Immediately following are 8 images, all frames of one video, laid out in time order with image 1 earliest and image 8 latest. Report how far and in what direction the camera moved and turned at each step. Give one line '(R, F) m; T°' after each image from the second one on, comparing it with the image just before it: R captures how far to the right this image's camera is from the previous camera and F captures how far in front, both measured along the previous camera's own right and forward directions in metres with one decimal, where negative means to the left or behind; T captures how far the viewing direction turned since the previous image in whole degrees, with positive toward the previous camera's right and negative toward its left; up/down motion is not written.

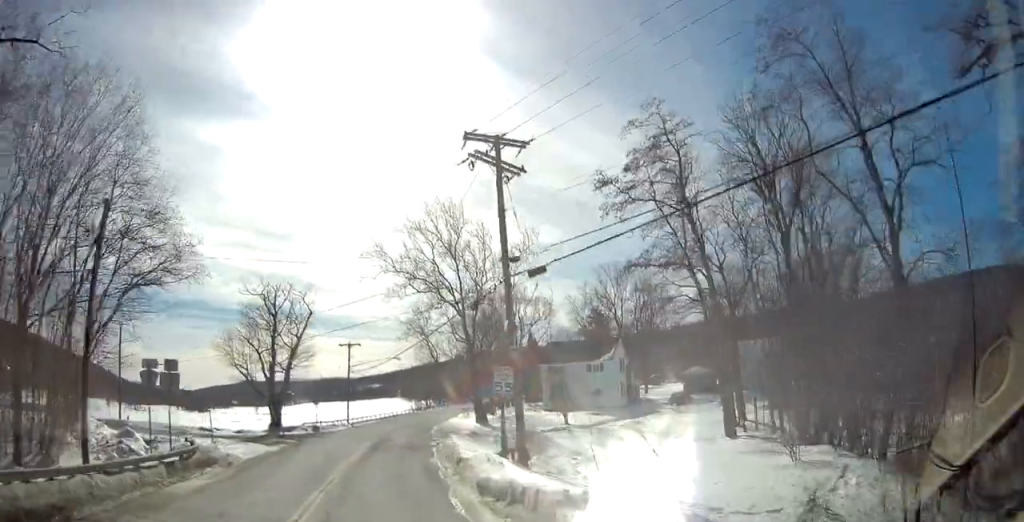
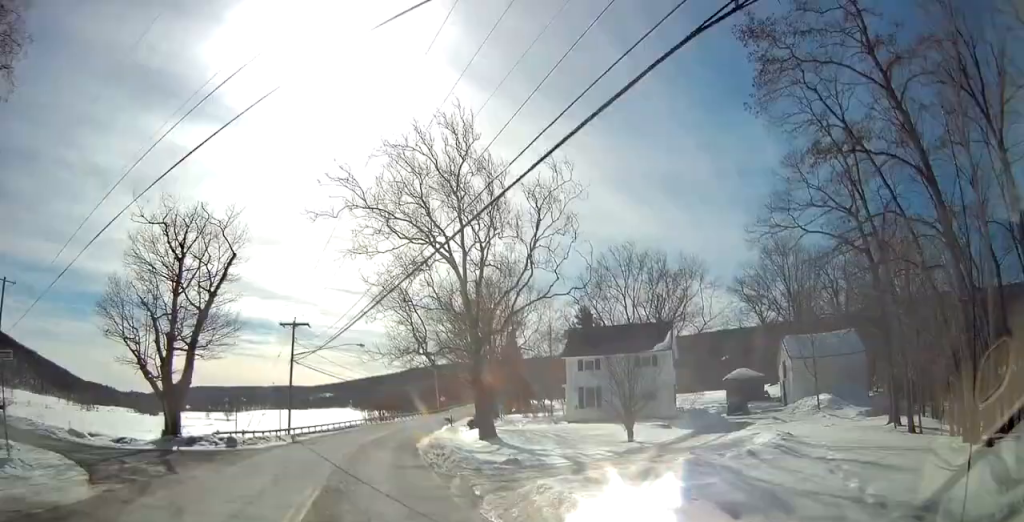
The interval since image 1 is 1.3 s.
(-0.1, +16.6) m; +2°
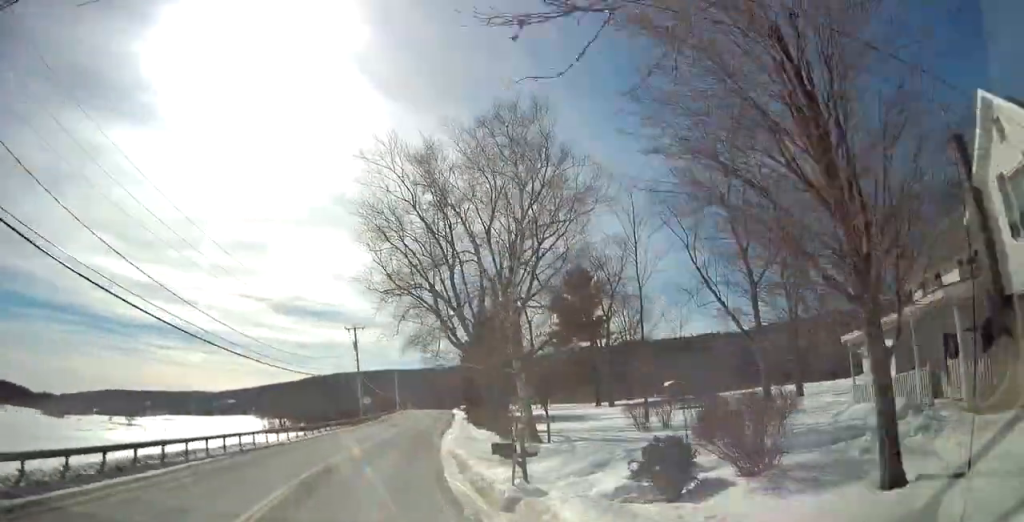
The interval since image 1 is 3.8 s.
(+2.9, +36.1) m; +10°
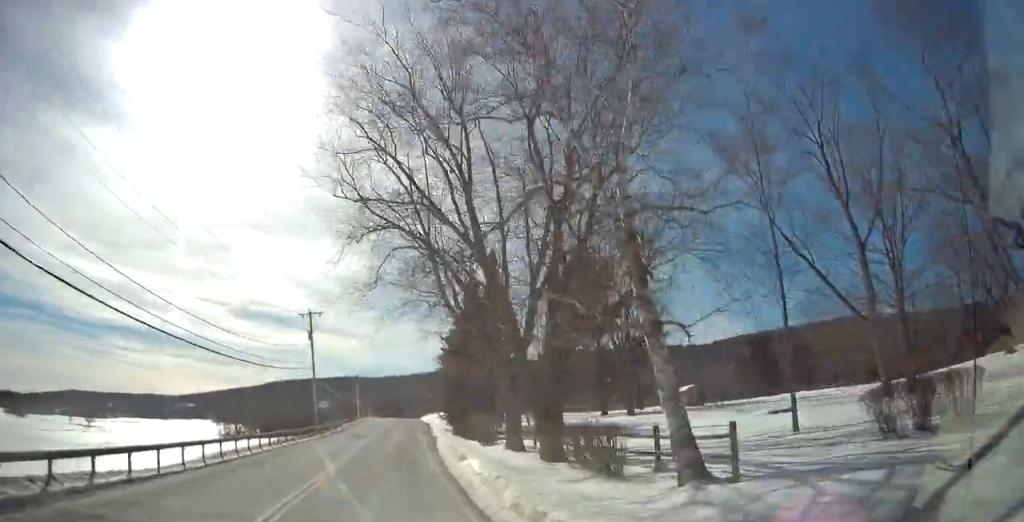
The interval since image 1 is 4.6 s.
(-0.1, +12.8) m; +4°
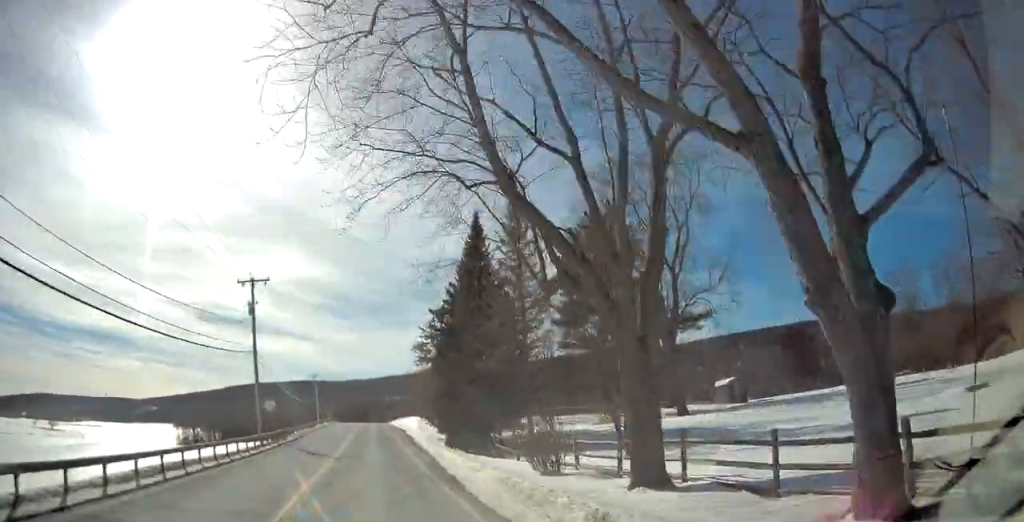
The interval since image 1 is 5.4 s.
(+0.7, +13.7) m; +2°
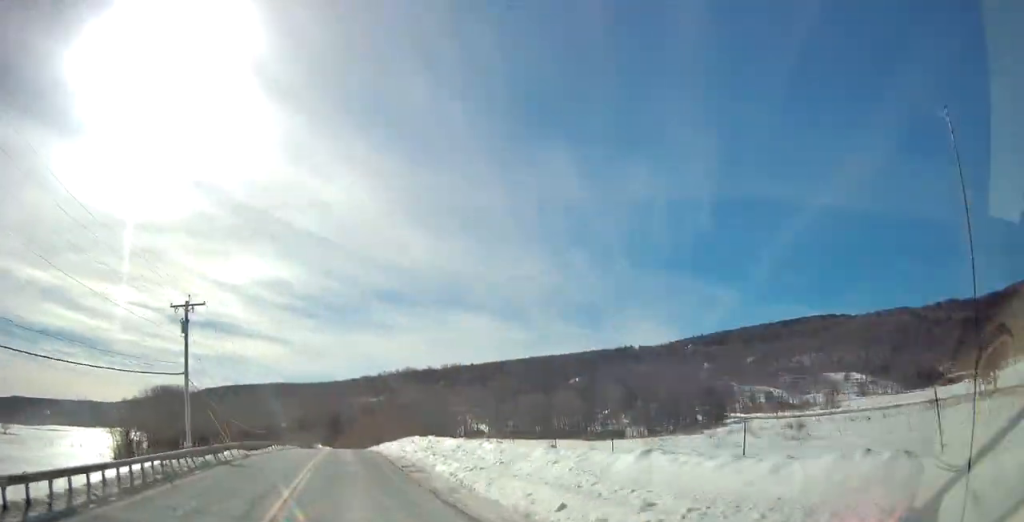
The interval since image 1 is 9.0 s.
(+4.4, +66.2) m; +4°
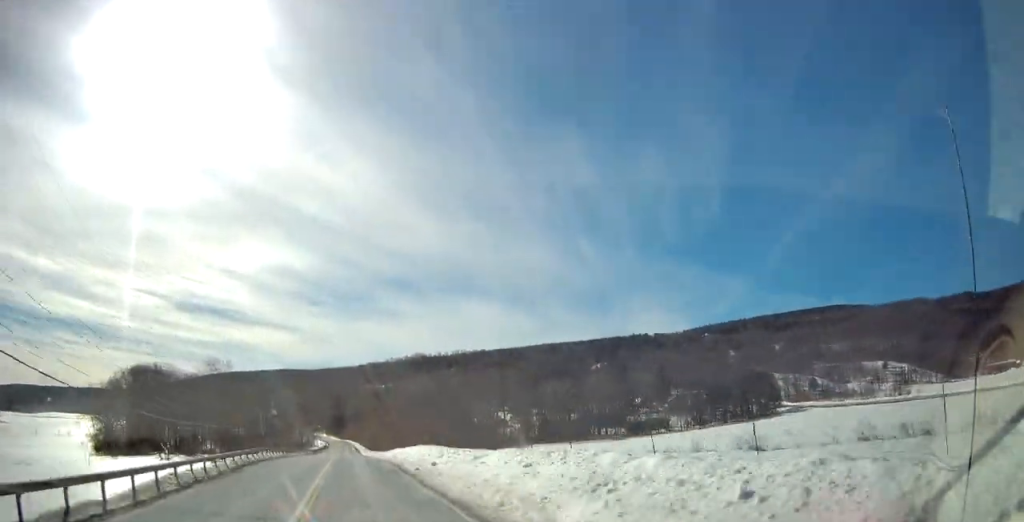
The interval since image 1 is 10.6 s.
(-0.5, +31.7) m; -1°
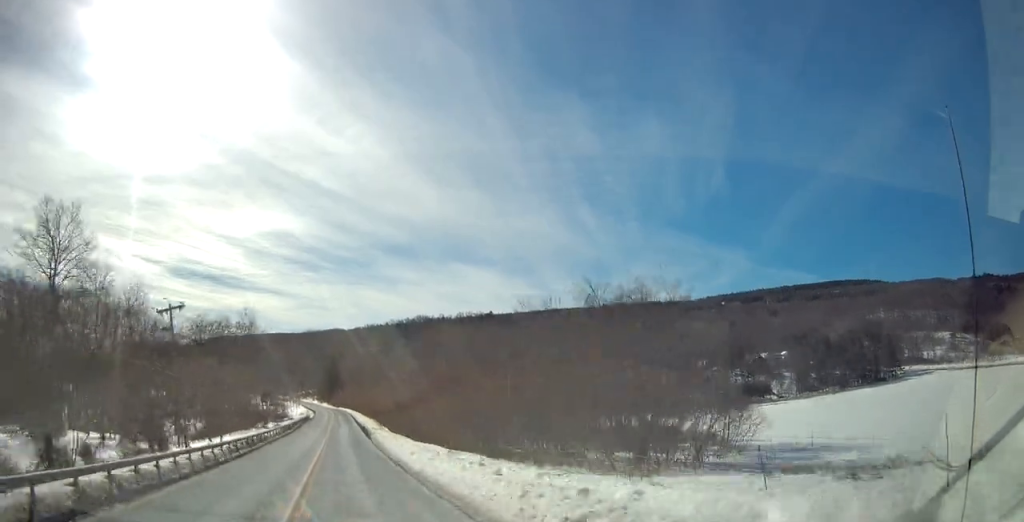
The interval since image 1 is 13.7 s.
(+0.2, +64.3) m; 0°
